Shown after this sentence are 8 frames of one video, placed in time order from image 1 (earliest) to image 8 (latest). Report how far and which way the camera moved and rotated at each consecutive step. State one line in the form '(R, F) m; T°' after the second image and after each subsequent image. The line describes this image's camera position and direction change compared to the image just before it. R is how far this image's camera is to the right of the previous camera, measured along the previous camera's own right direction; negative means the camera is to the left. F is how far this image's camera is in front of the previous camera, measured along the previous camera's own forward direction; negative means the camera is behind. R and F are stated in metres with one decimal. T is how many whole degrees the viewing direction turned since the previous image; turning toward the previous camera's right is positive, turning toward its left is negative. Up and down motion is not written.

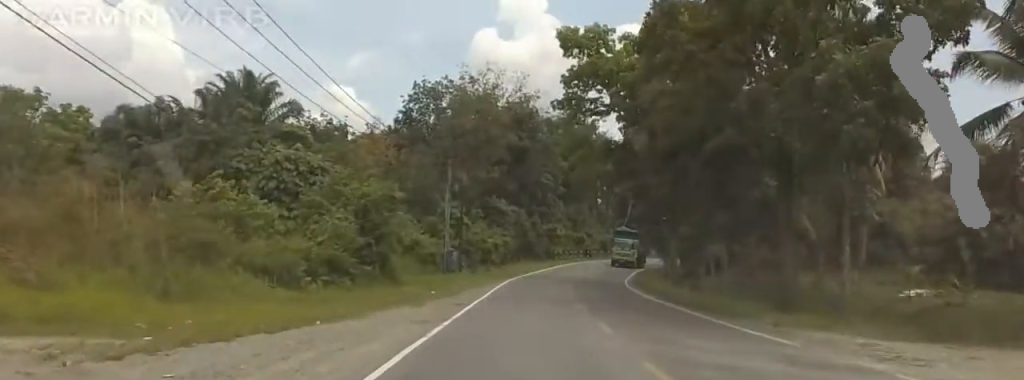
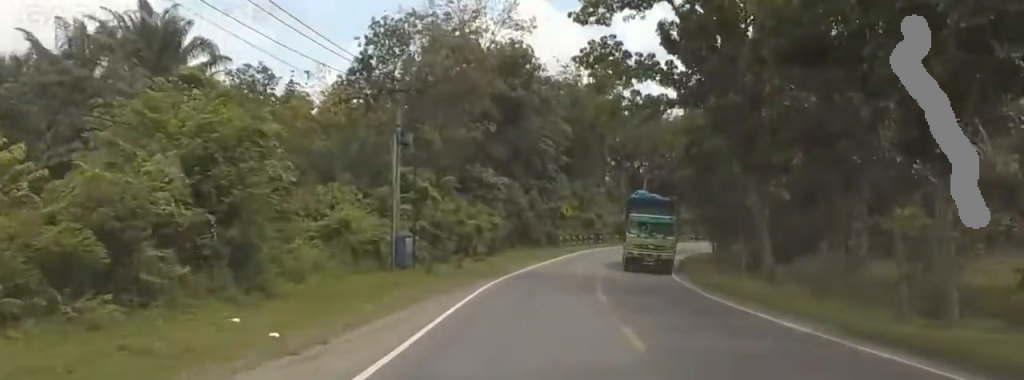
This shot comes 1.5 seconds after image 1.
(0.0, +21.8) m; -7°
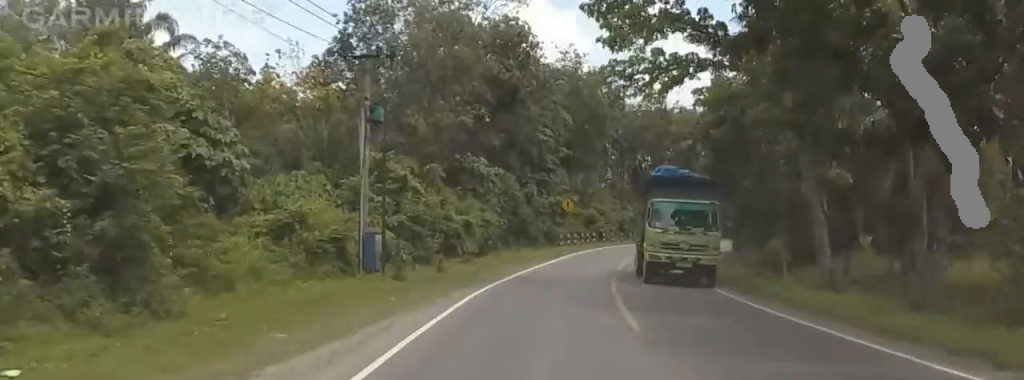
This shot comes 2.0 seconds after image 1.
(-0.8, +6.9) m; -4°
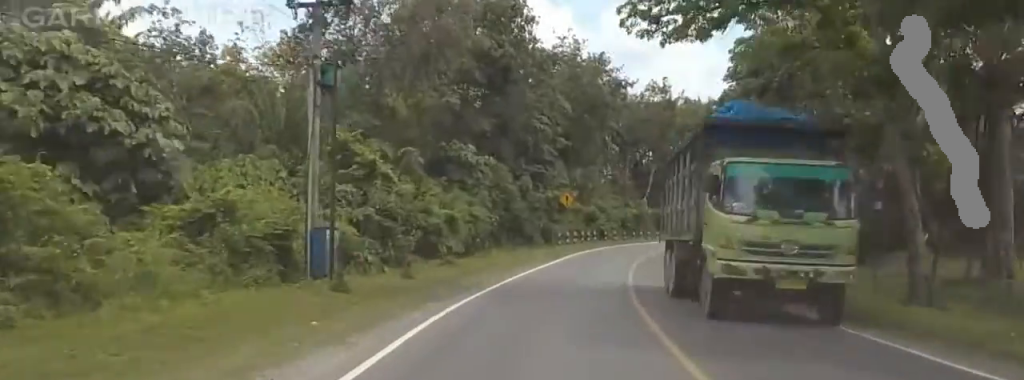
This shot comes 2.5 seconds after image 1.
(-0.4, +6.9) m; -4°
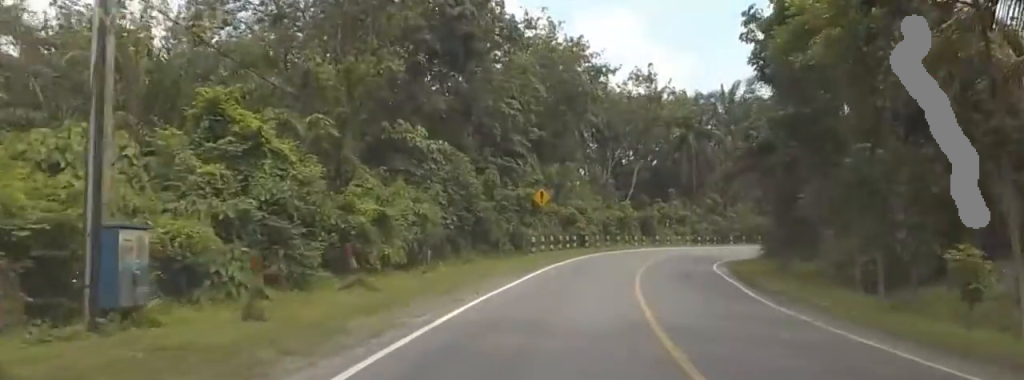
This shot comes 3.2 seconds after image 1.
(-0.1, +11.0) m; -1°
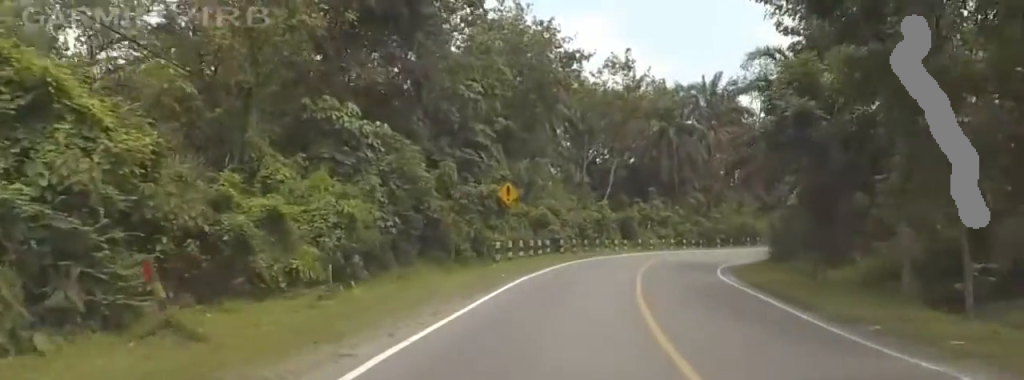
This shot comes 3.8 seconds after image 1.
(-0.1, +8.8) m; -1°
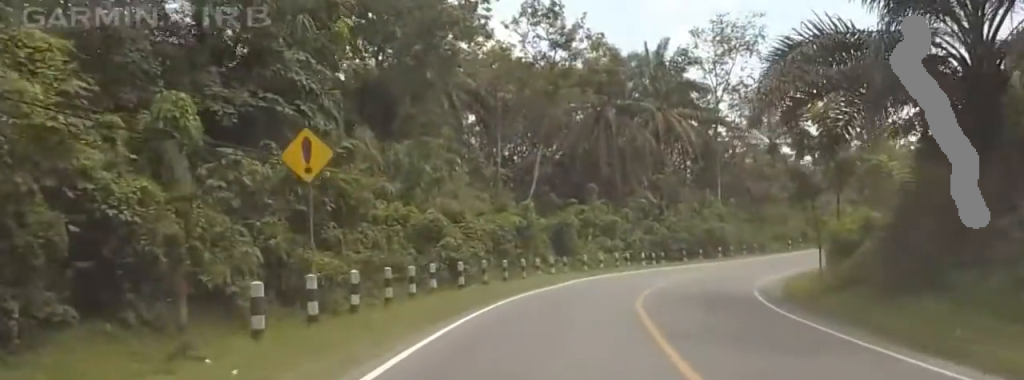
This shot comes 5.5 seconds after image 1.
(-0.2, +24.8) m; 0°
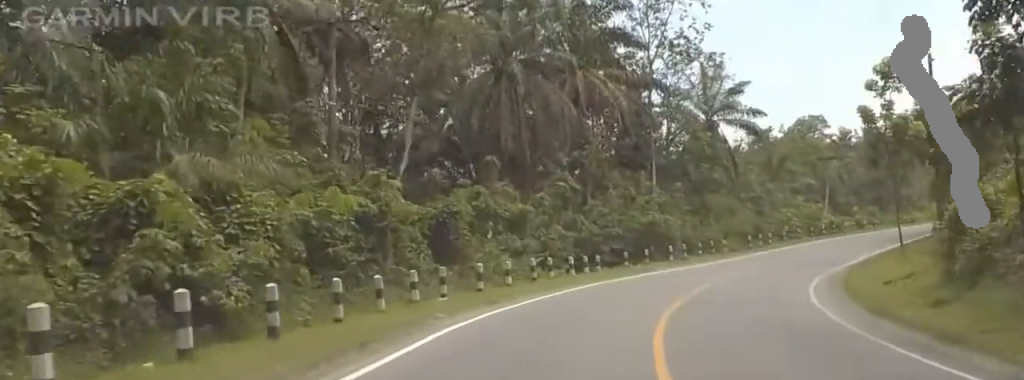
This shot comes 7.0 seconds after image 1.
(+0.2, +21.2) m; -1°
